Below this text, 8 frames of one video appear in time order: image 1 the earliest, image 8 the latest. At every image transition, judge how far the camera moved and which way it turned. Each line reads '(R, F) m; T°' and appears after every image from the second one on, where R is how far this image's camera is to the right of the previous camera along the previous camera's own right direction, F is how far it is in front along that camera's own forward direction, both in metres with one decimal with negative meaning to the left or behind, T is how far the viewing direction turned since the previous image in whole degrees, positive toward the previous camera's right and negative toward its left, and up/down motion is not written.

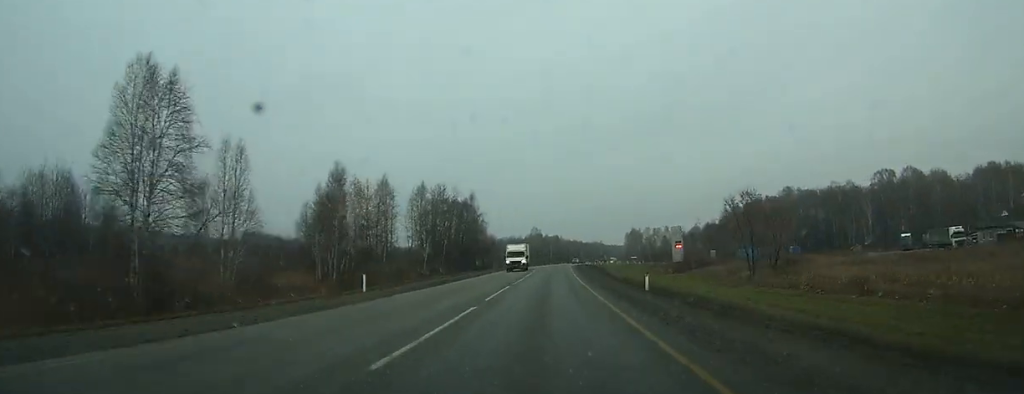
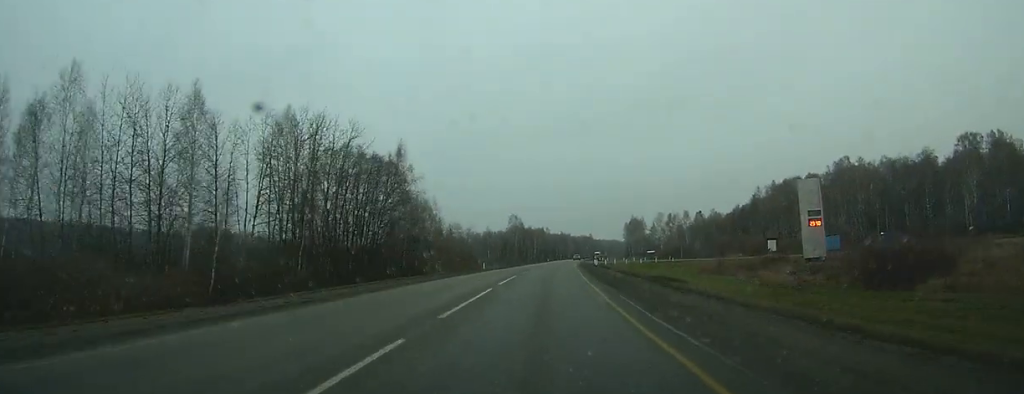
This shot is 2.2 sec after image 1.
(+0.7, +58.3) m; +1°
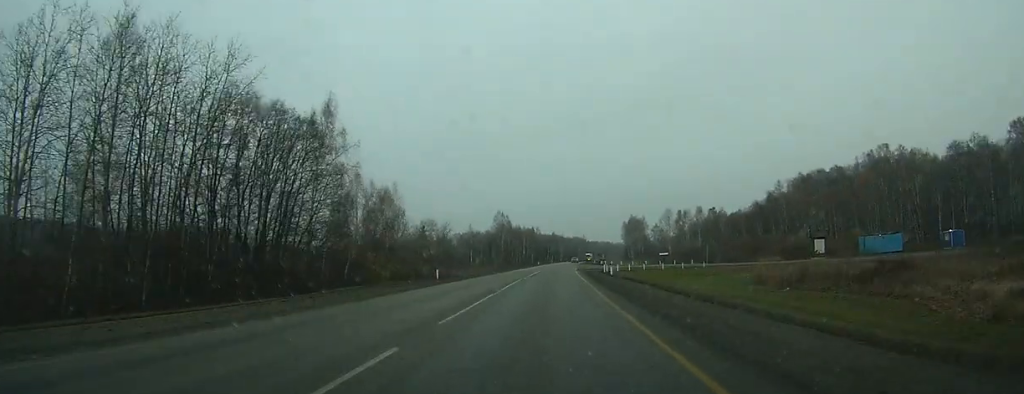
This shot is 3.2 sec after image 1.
(+0.1, +25.9) m; +1°
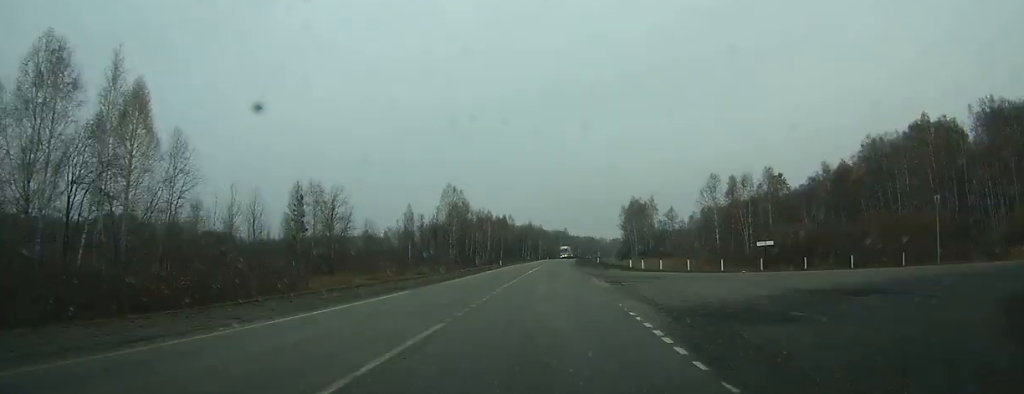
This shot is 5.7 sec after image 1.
(+0.9, +62.4) m; +2°
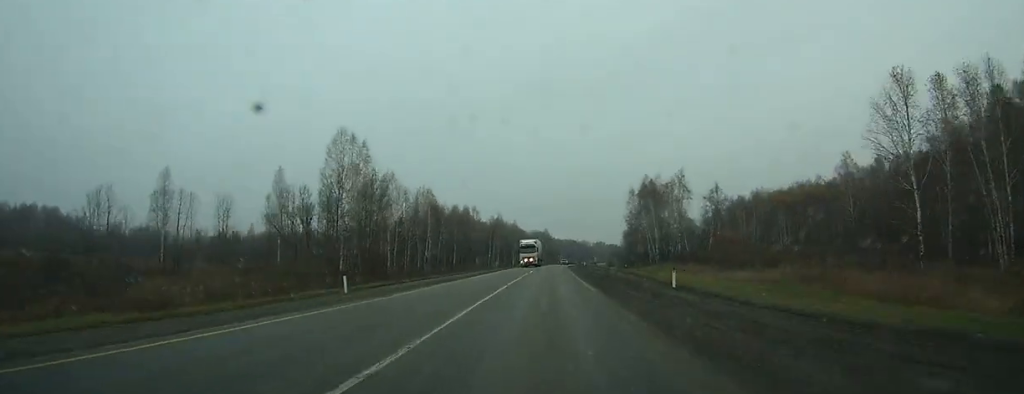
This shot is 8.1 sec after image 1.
(+1.0, +59.2) m; +2°
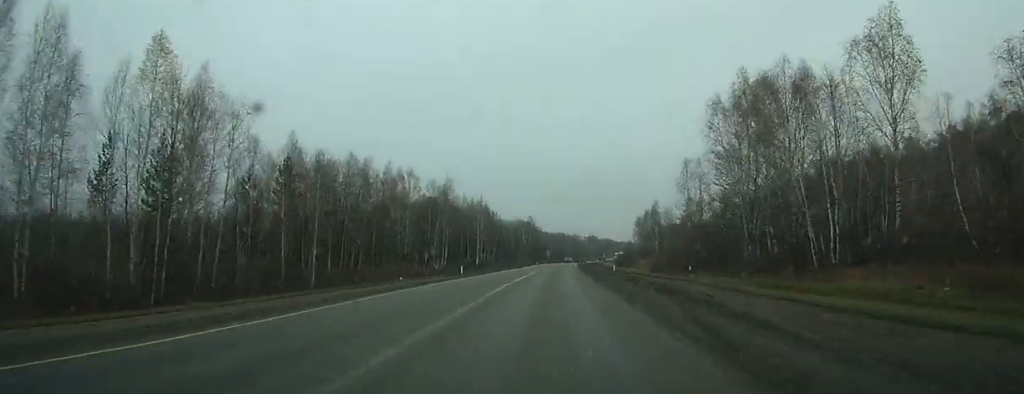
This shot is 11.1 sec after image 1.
(+1.2, +73.2) m; +2°
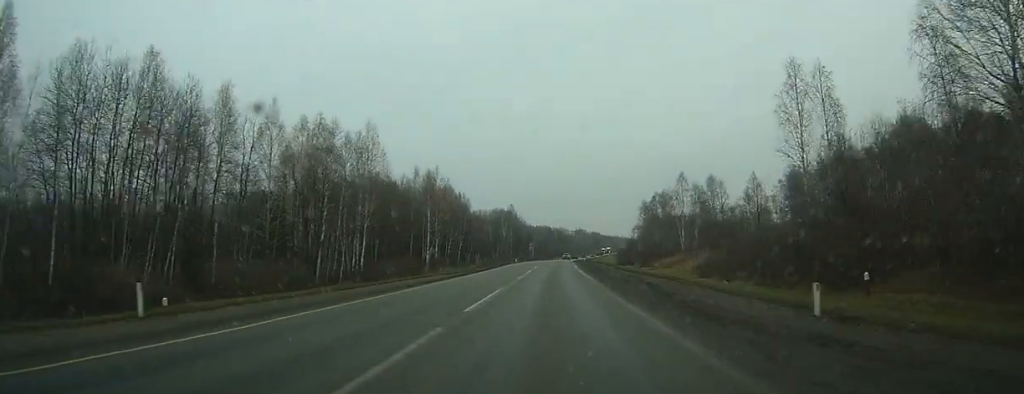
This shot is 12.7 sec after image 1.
(+0.3, +40.6) m; +1°
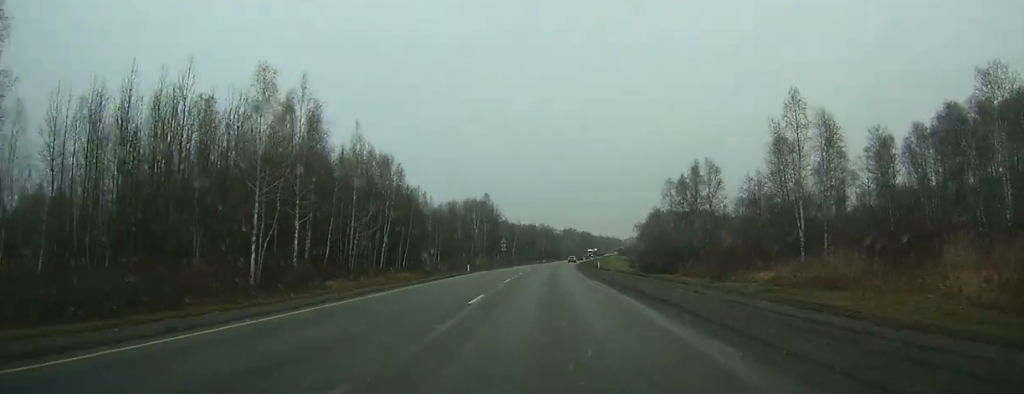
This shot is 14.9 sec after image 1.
(+0.7, +52.1) m; +1°
